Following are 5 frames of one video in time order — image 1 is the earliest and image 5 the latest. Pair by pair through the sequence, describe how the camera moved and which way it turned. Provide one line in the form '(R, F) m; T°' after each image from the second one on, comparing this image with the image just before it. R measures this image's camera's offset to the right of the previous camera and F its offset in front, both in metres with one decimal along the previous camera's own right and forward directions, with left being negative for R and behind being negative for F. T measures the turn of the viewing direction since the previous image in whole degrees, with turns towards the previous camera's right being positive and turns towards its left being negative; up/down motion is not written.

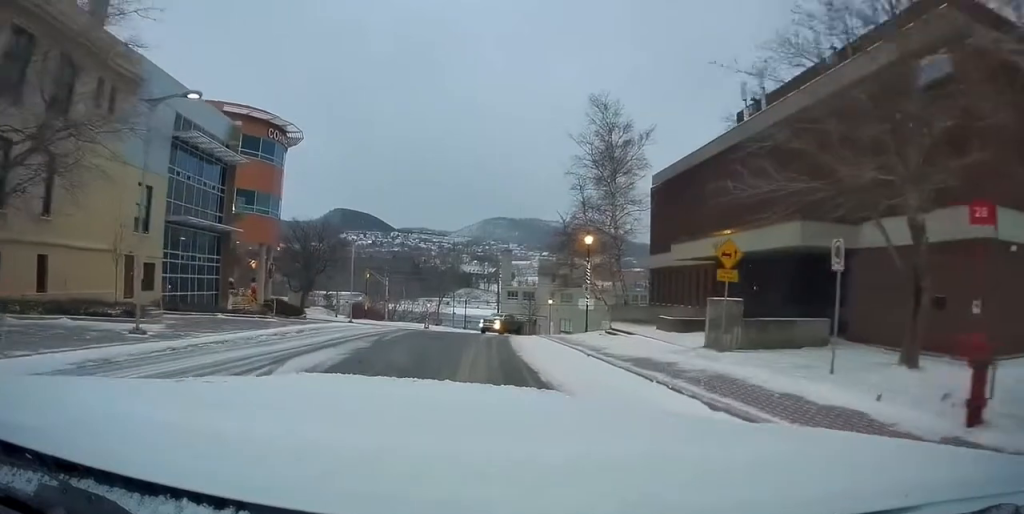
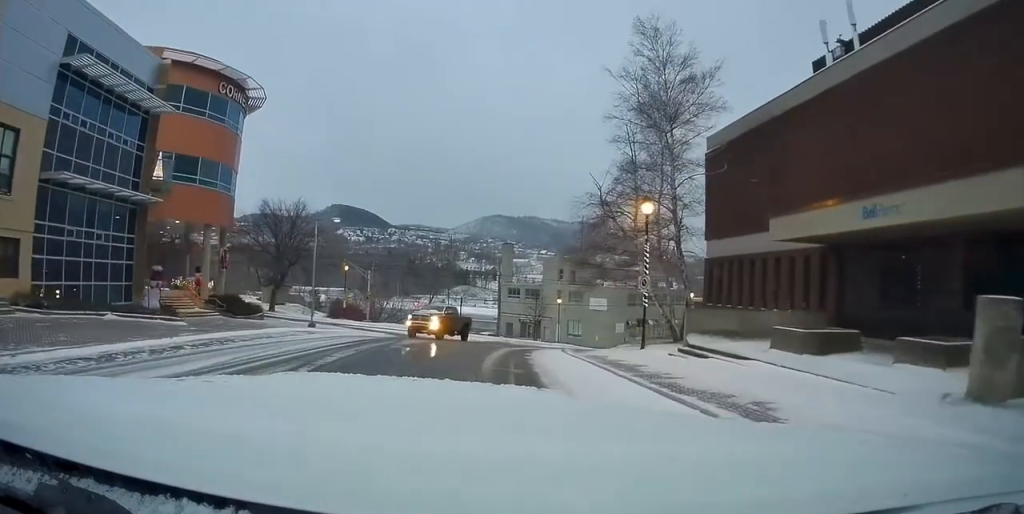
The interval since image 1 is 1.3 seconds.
(+0.1, +10.1) m; -2°
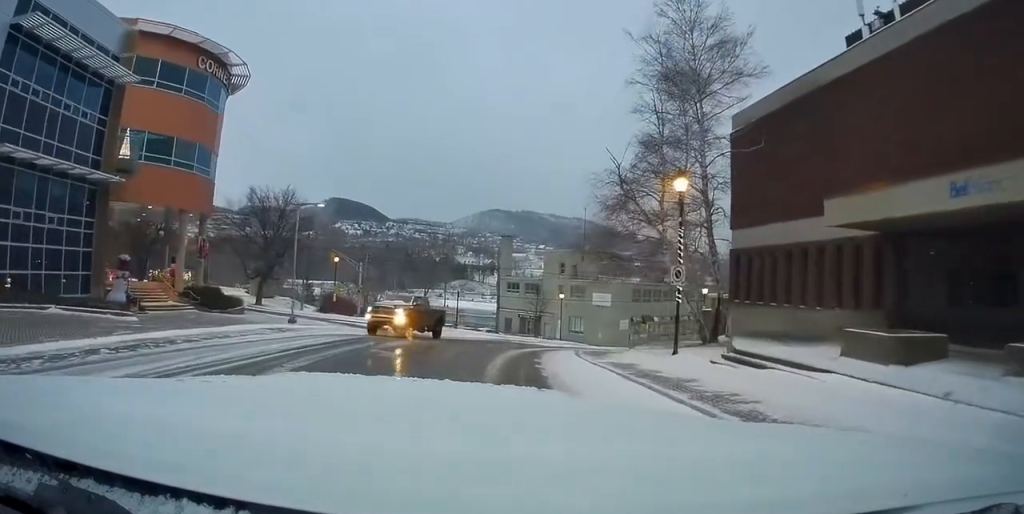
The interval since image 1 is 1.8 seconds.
(0.0, +3.3) m; -1°
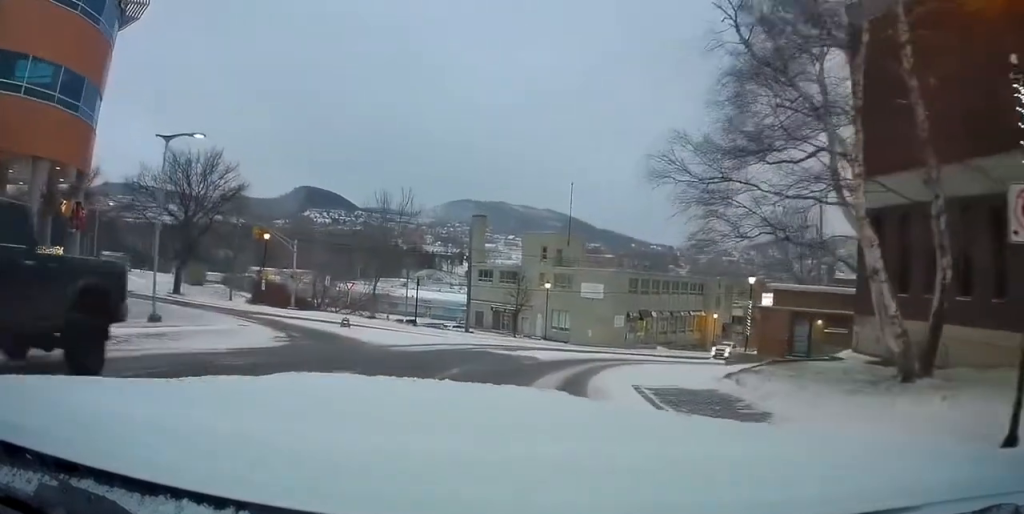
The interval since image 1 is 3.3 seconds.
(-0.5, +13.6) m; -3°
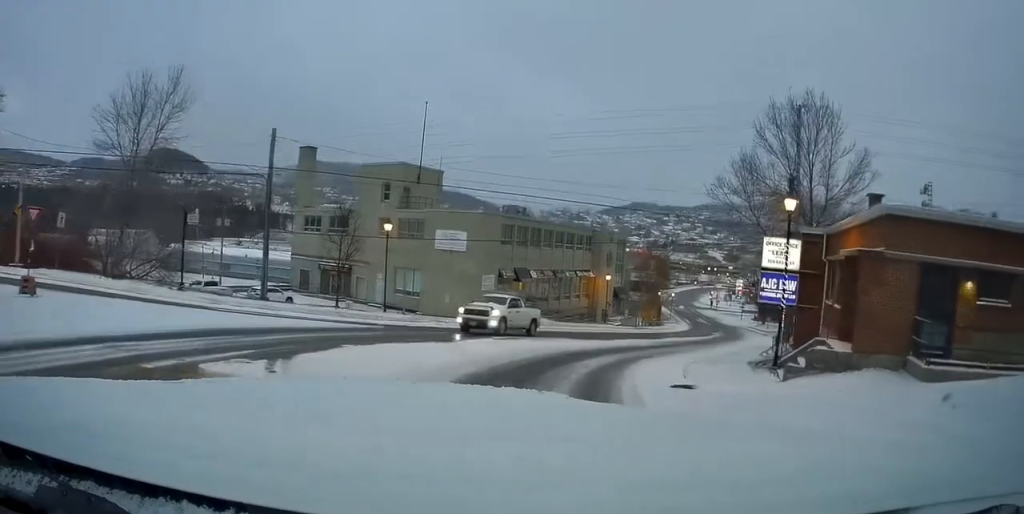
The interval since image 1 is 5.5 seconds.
(-0.9, +17.7) m; -3°
